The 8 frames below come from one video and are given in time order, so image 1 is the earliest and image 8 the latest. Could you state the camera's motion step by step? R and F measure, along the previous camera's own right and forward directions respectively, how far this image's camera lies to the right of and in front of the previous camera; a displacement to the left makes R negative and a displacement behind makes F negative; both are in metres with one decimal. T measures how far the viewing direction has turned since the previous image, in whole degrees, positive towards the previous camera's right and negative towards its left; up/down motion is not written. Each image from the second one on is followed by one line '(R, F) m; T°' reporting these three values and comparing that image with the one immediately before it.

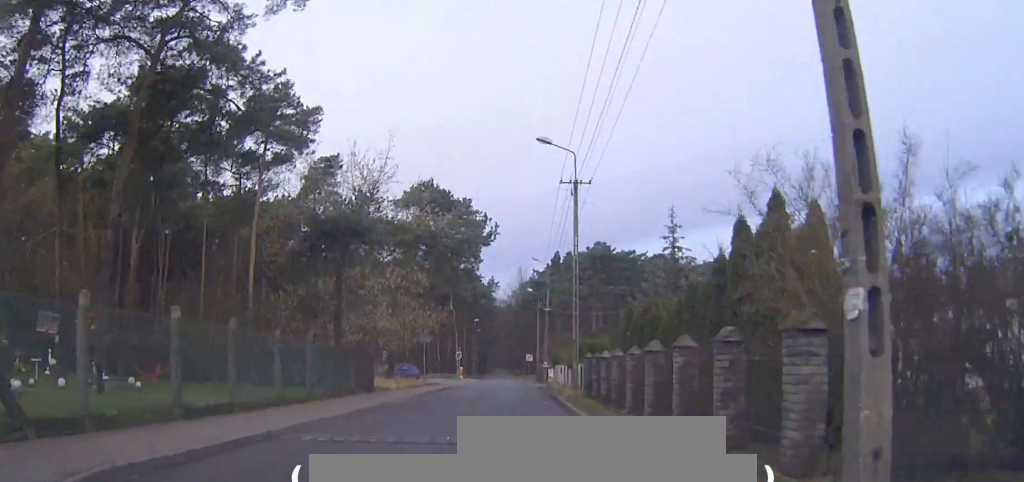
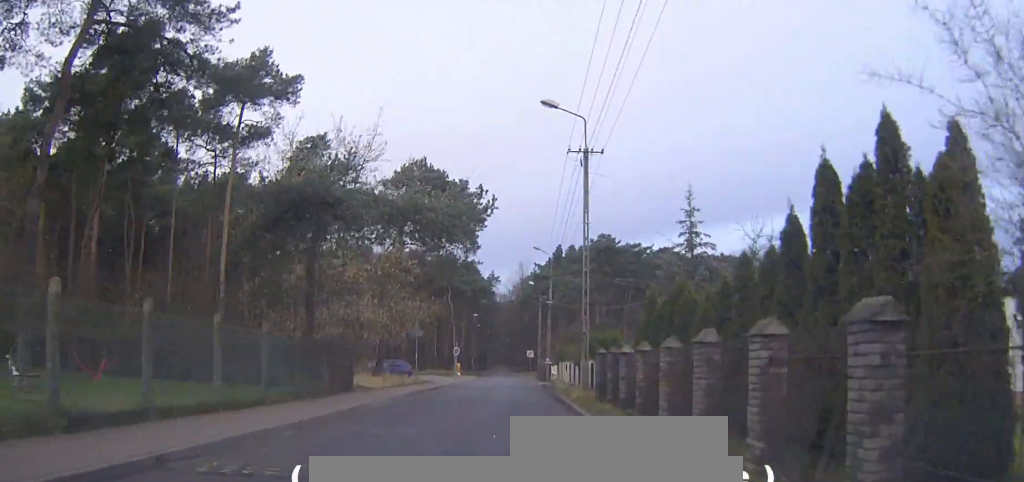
(0.0, +4.5) m; 0°
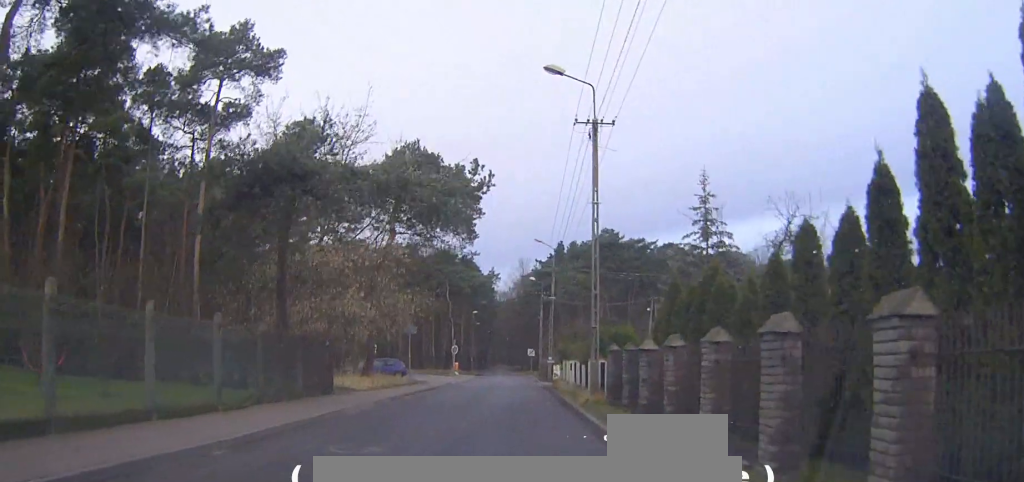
(-0.1, +3.8) m; 0°
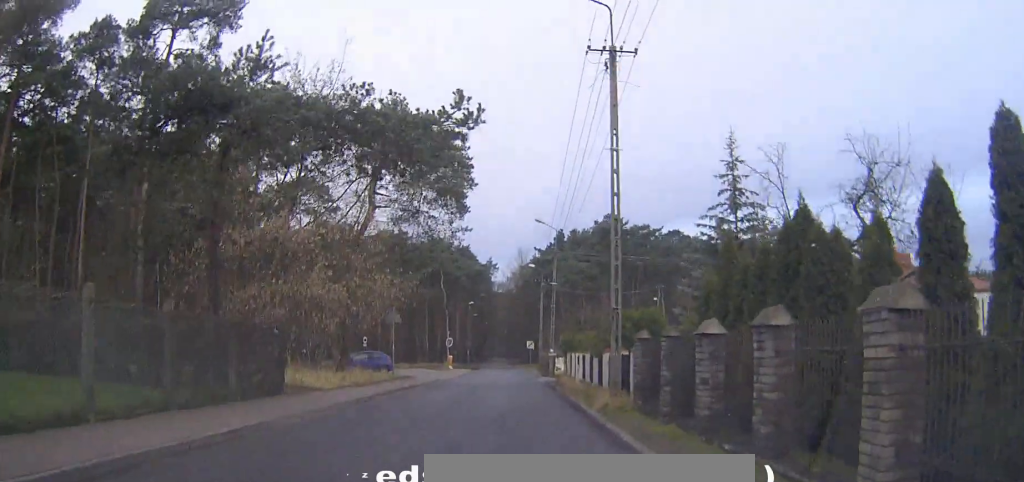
(-0.1, +6.1) m; -2°
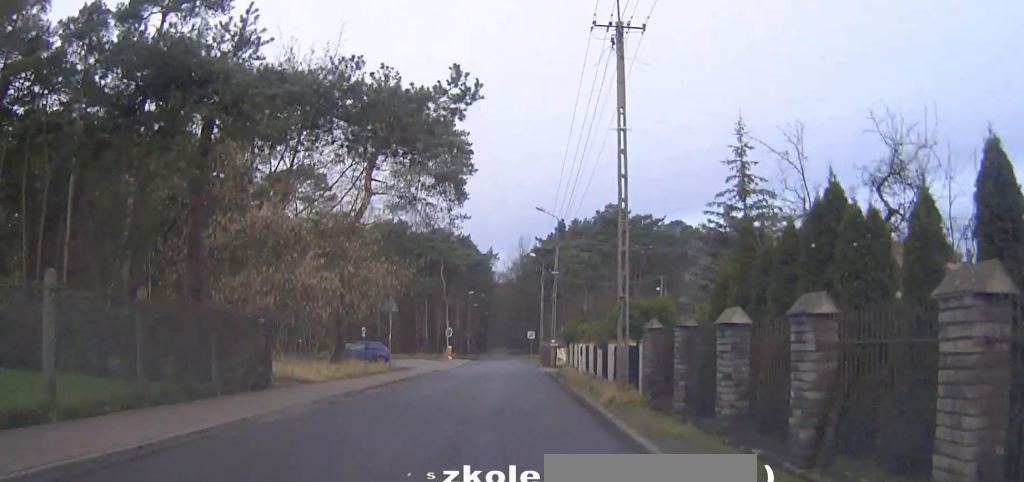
(0.0, +1.2) m; 0°
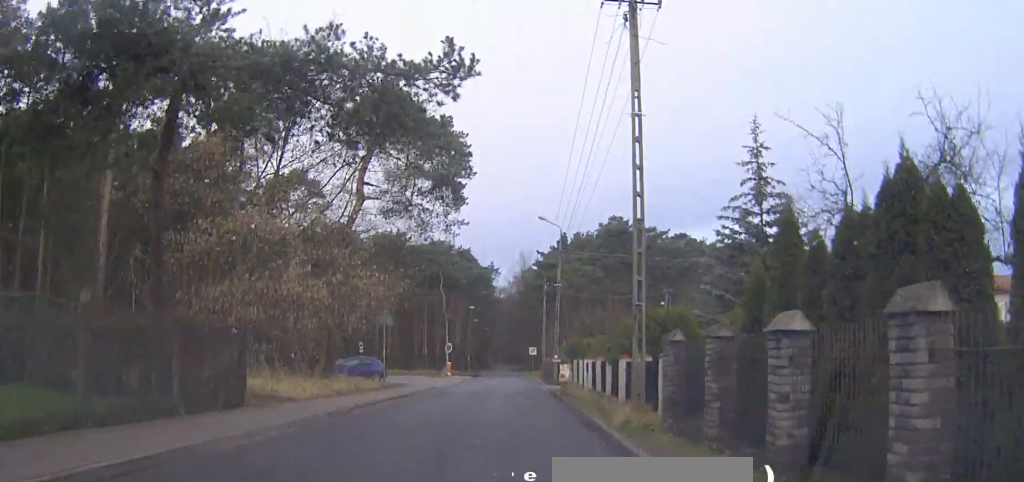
(+0.1, +2.0) m; 0°
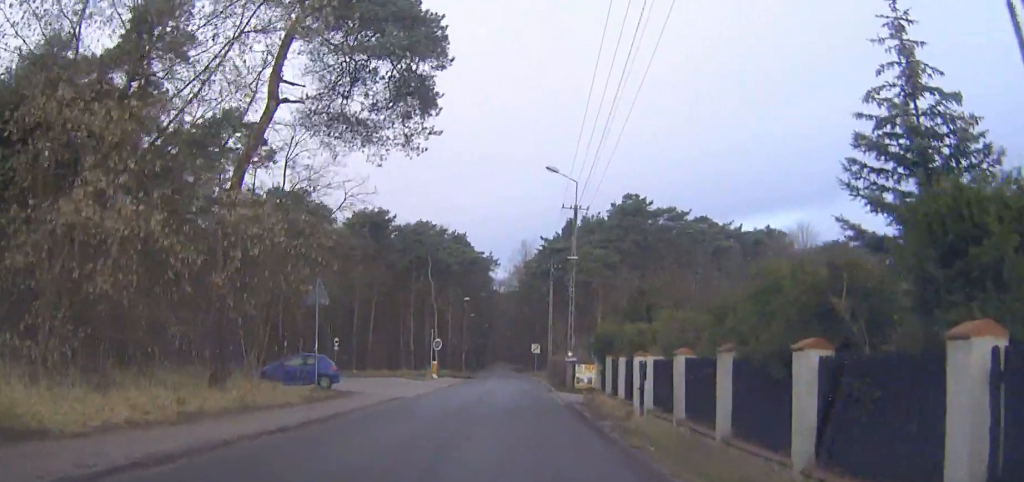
(+0.1, +10.5) m; +2°
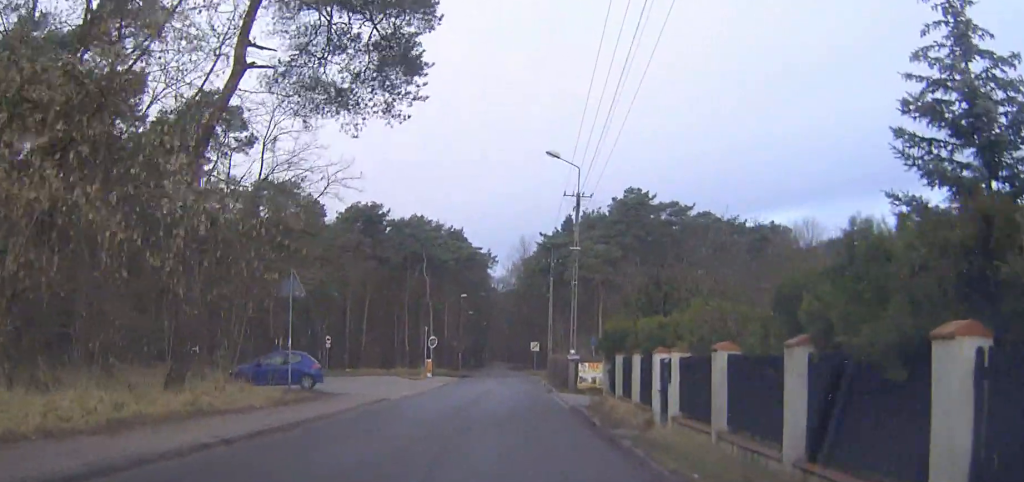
(0.0, +2.4) m; 0°
